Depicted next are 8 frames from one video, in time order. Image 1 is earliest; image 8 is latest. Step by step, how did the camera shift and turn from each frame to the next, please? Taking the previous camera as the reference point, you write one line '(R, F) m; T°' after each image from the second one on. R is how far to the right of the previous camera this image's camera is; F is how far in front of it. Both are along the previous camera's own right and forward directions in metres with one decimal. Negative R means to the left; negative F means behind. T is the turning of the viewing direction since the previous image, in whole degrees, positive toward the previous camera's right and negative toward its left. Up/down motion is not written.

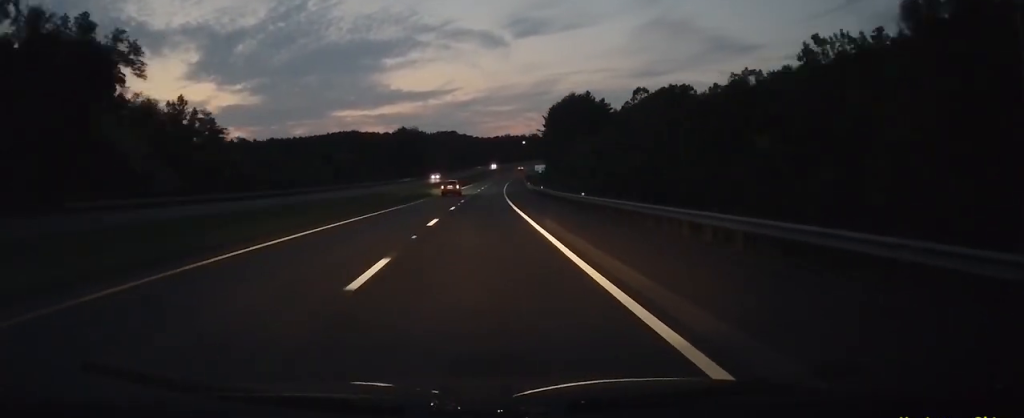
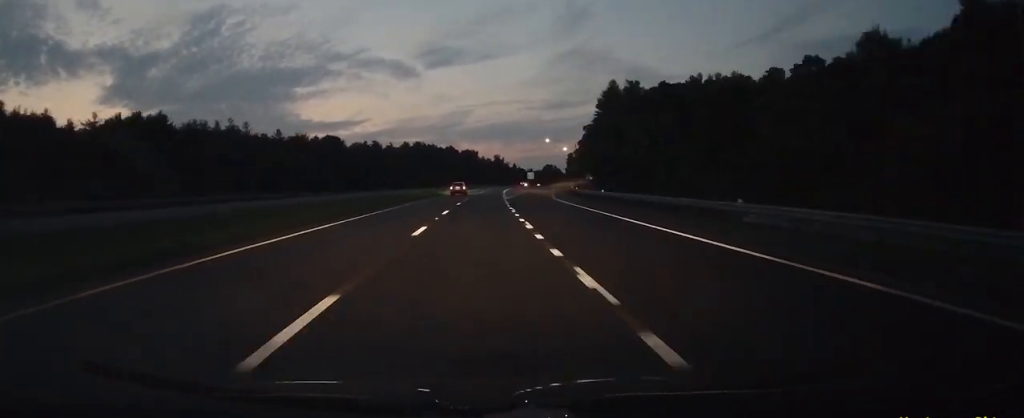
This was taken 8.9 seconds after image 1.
(+16.9, +235.7) m; +9°
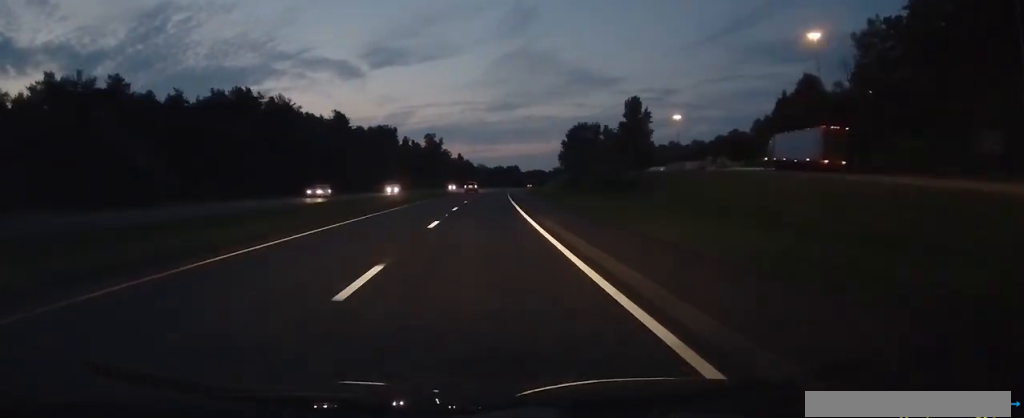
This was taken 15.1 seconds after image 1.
(+10.5, +178.1) m; +6°
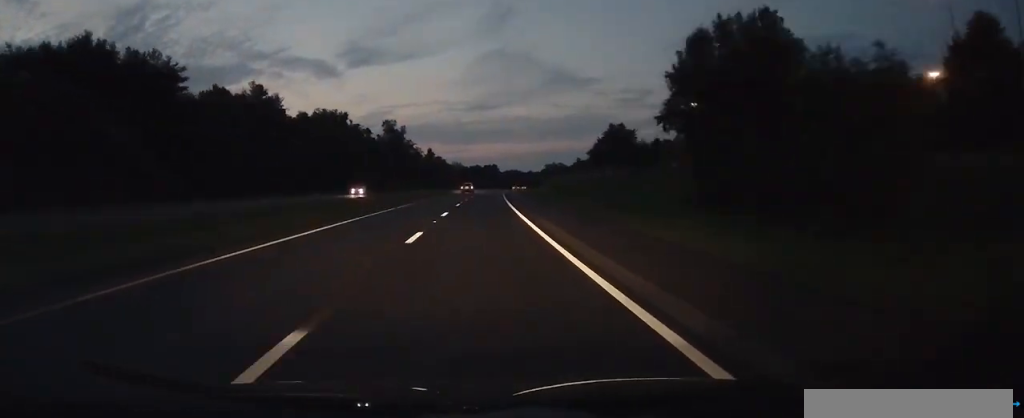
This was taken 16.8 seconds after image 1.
(-0.2, +51.0) m; +2°
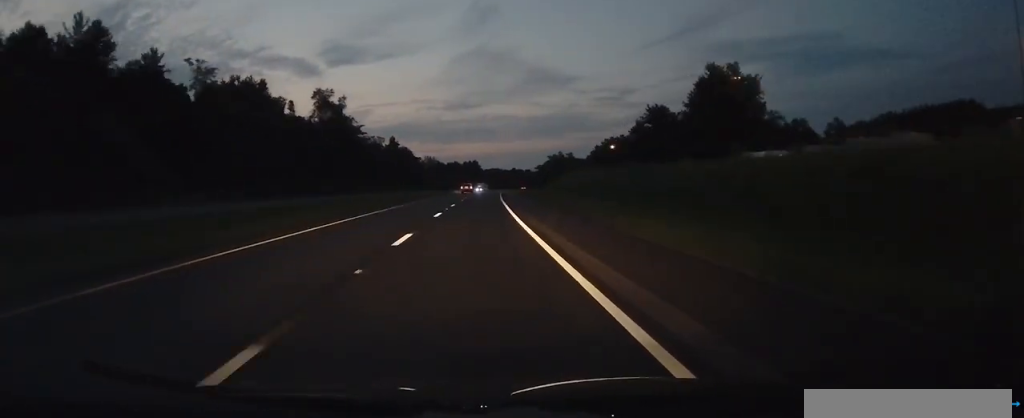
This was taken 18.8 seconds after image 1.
(+1.8, +59.0) m; +2°
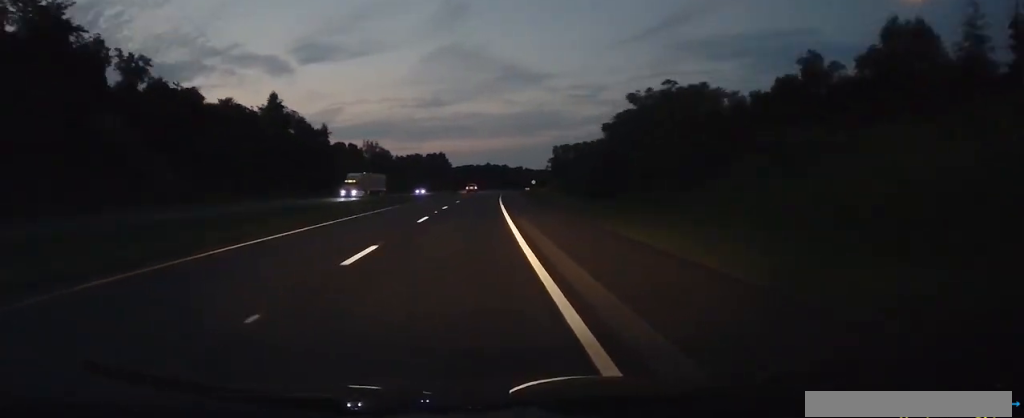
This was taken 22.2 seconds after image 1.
(+2.8, +98.8) m; +4°
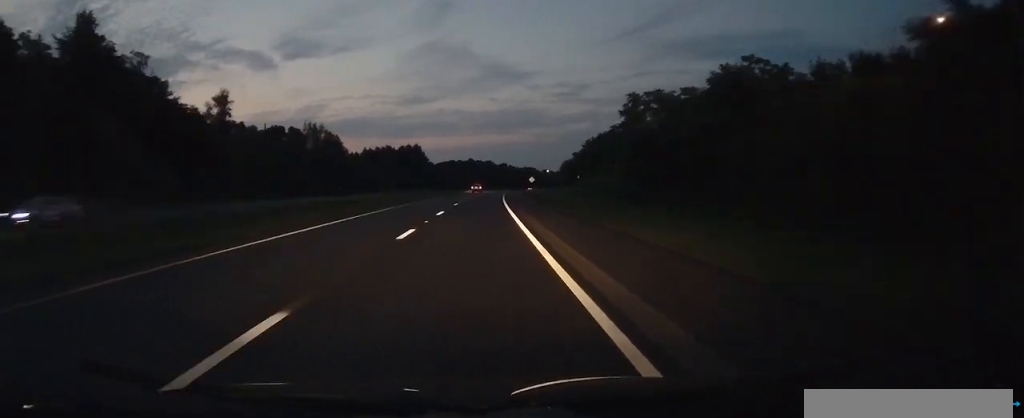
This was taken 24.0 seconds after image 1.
(+1.2, +55.8) m; +2°
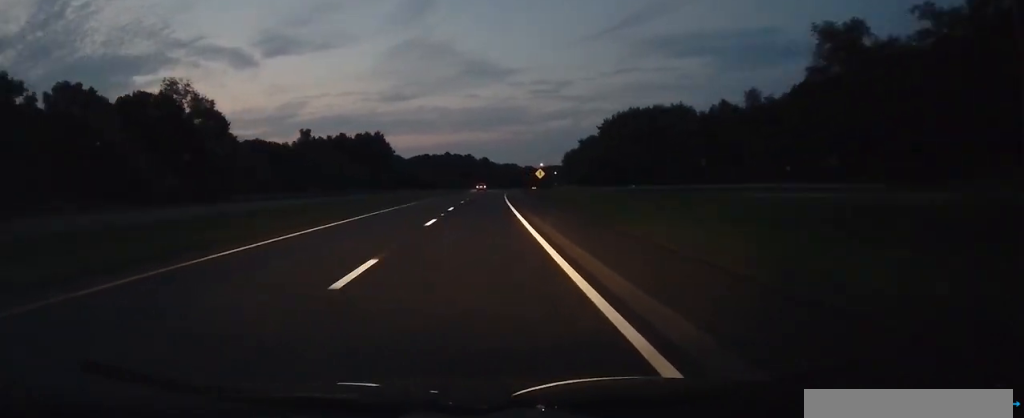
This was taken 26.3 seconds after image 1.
(+1.5, +68.3) m; +2°
